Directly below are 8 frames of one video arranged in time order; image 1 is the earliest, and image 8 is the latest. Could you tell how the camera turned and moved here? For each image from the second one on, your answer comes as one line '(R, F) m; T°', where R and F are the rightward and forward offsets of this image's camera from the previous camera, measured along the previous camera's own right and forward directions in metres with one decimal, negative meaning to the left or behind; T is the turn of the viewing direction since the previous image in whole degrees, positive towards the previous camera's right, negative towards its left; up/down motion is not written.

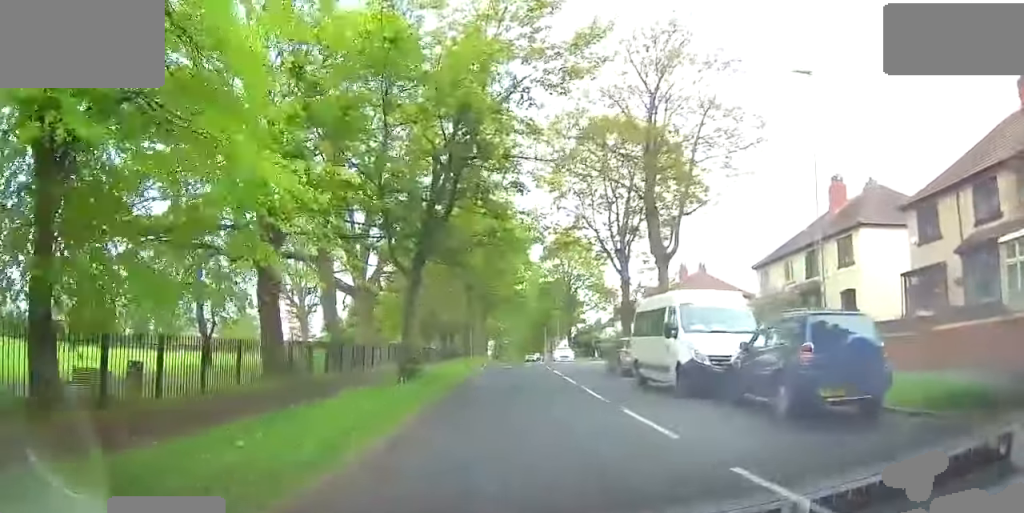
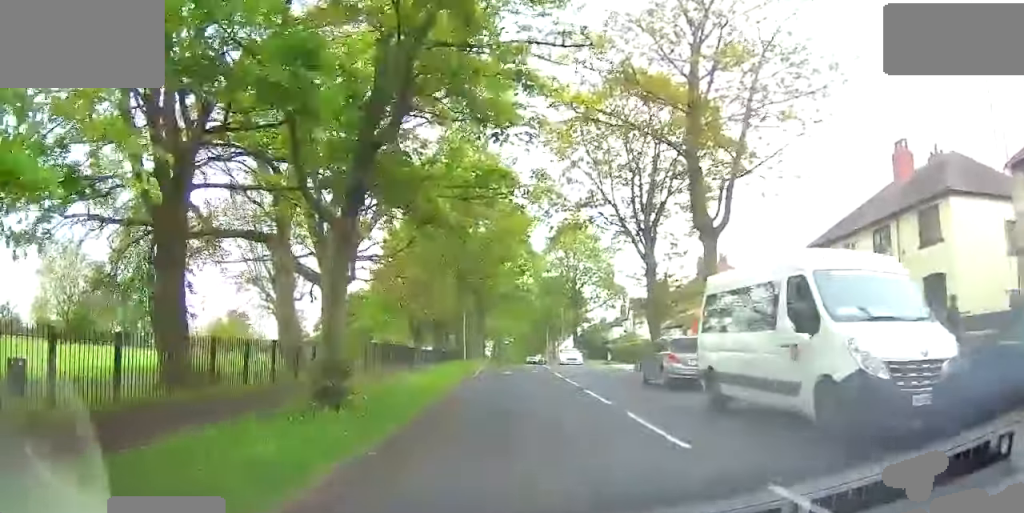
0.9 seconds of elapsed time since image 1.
(+0.1, +6.2) m; -1°
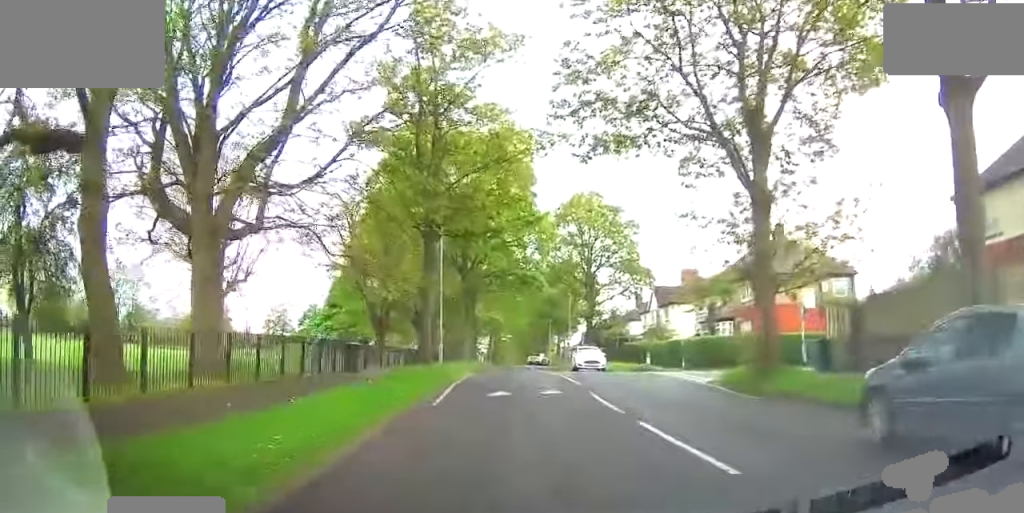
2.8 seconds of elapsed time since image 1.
(-0.2, +12.7) m; 0°
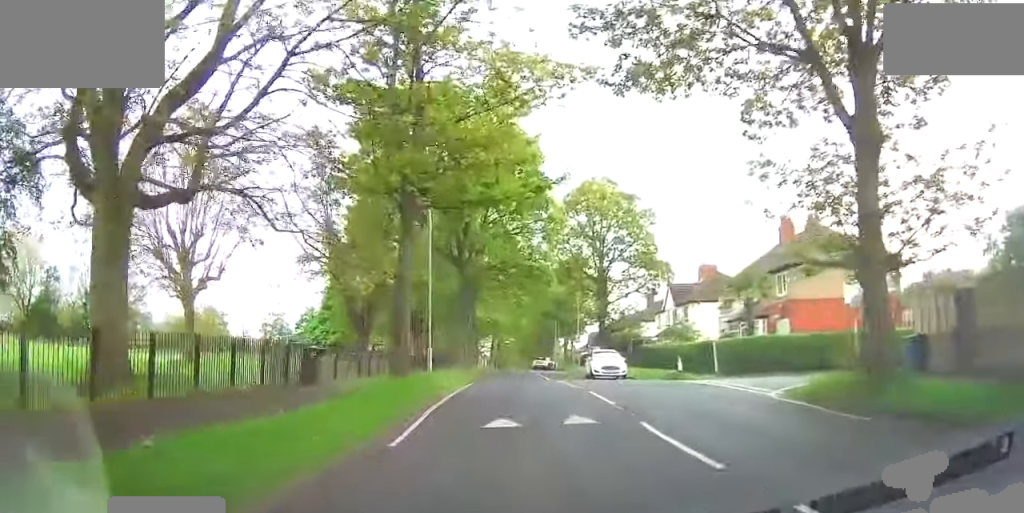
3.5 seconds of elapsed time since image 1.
(+0.4, +5.3) m; 0°
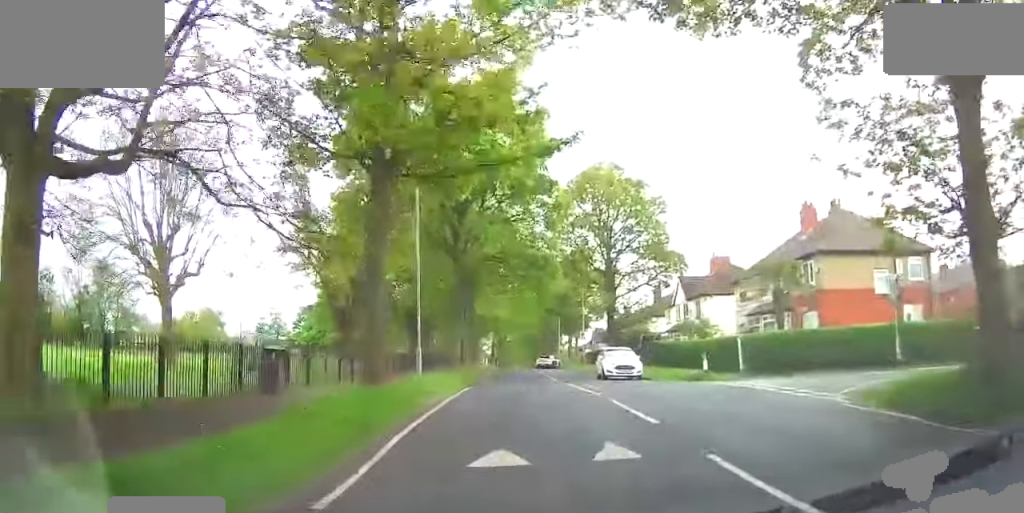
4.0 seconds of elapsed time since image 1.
(-0.3, +3.4) m; -1°
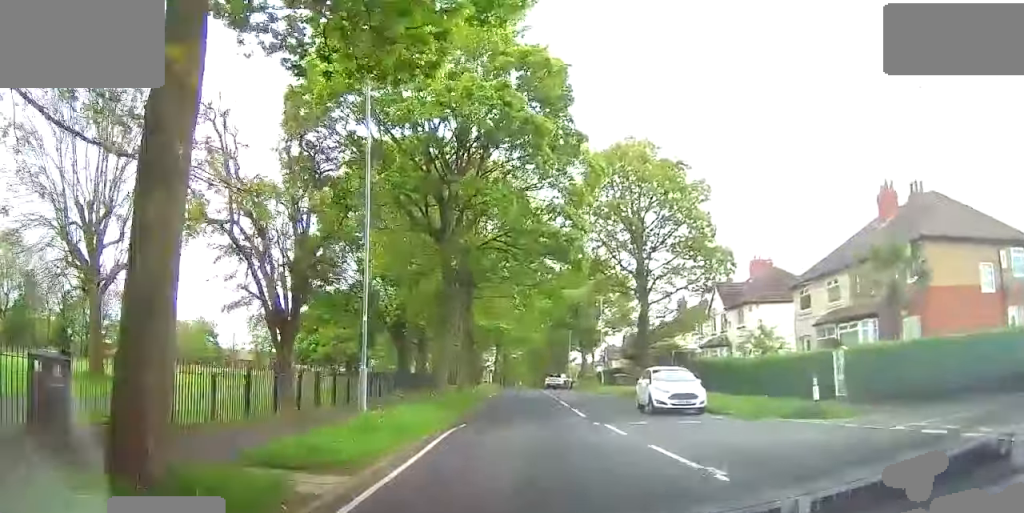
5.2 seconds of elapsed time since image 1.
(0.0, +9.1) m; +7°
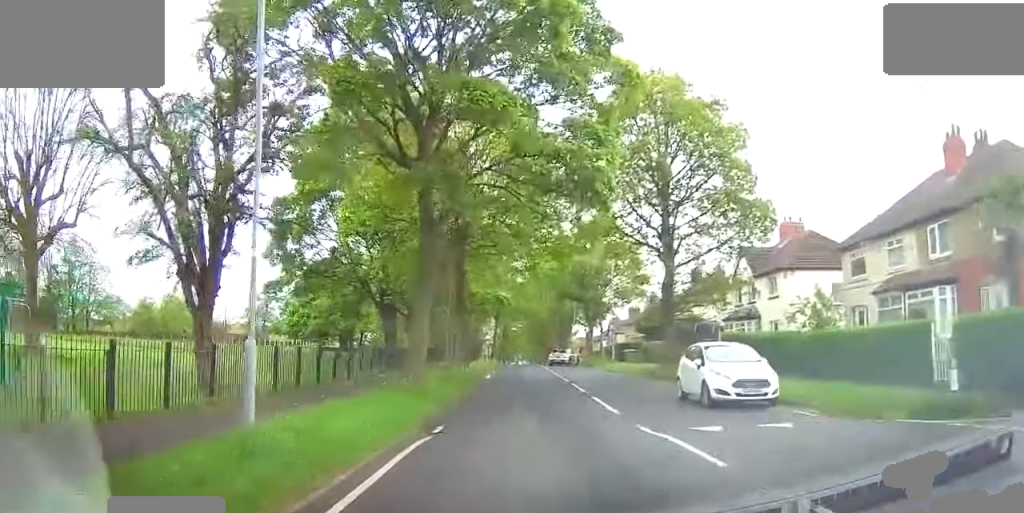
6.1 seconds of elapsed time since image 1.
(+0.5, +6.0) m; +2°
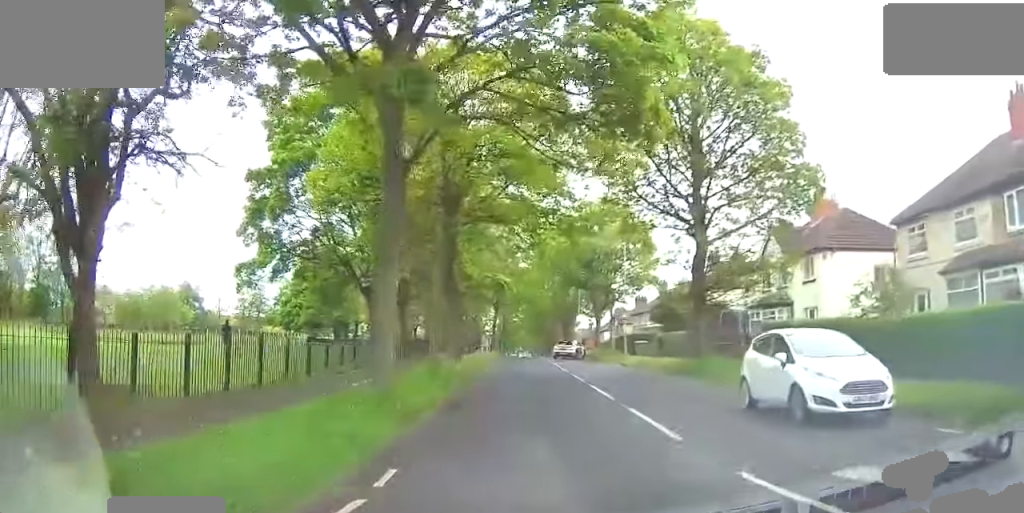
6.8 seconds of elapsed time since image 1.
(+0.1, +5.0) m; -1°
